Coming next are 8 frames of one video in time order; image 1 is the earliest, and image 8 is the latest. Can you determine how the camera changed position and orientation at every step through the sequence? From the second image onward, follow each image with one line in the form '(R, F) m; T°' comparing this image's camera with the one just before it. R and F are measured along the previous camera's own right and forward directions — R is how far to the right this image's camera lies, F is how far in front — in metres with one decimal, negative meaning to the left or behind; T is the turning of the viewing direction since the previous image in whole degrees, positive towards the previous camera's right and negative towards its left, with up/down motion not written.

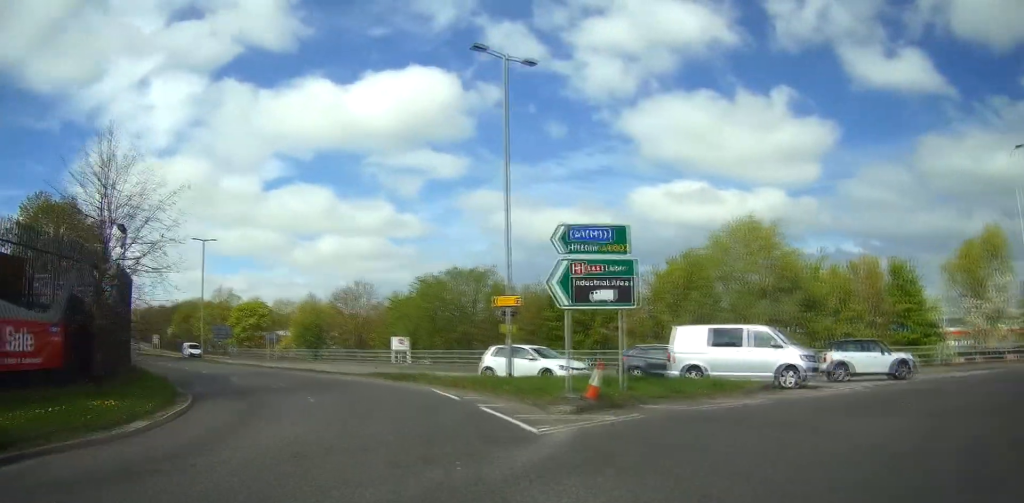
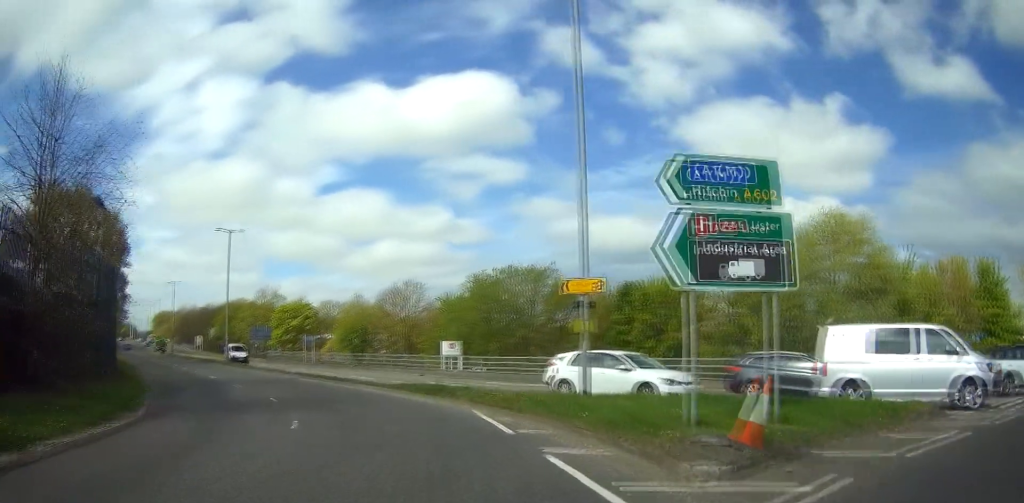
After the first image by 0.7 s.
(0.0, +6.4) m; -7°
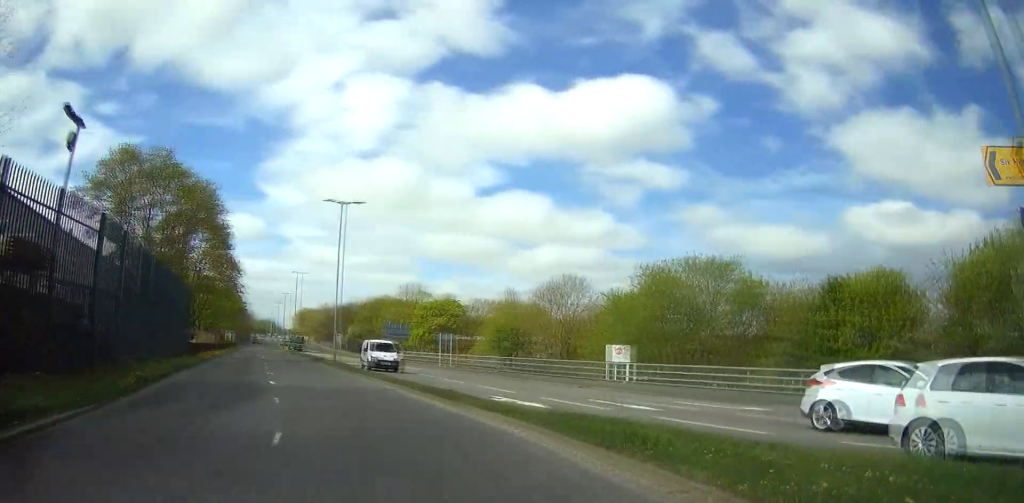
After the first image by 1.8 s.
(-1.4, +10.1) m; -13°
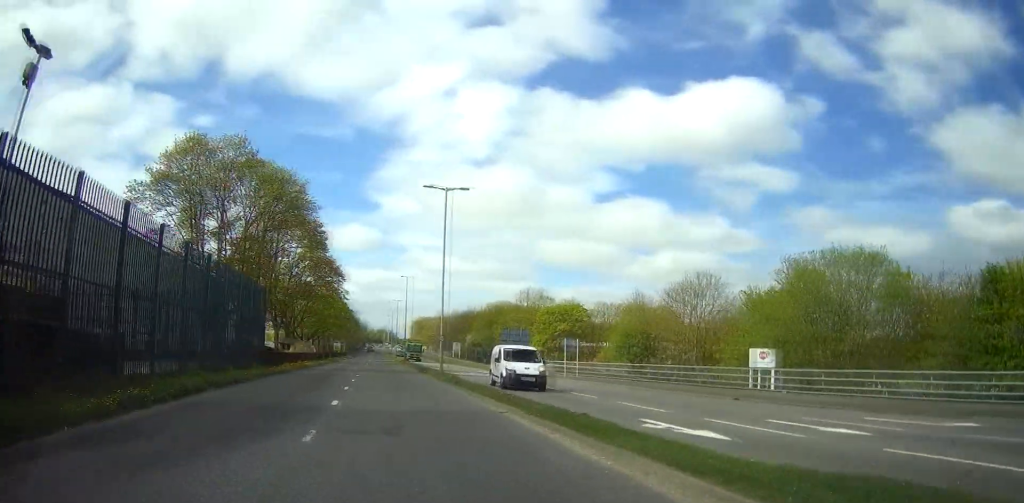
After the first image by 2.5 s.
(-0.3, +6.0) m; -5°
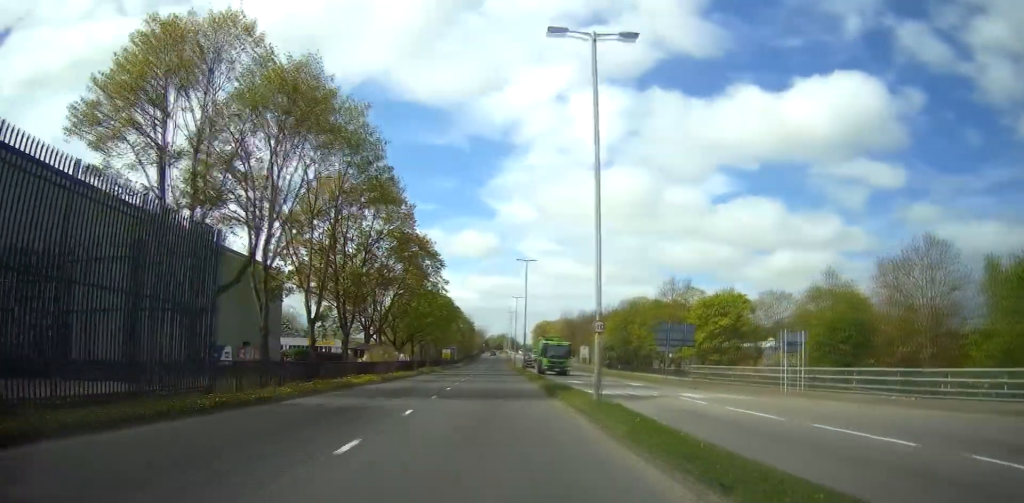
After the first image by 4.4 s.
(-2.1, +19.6) m; -10°
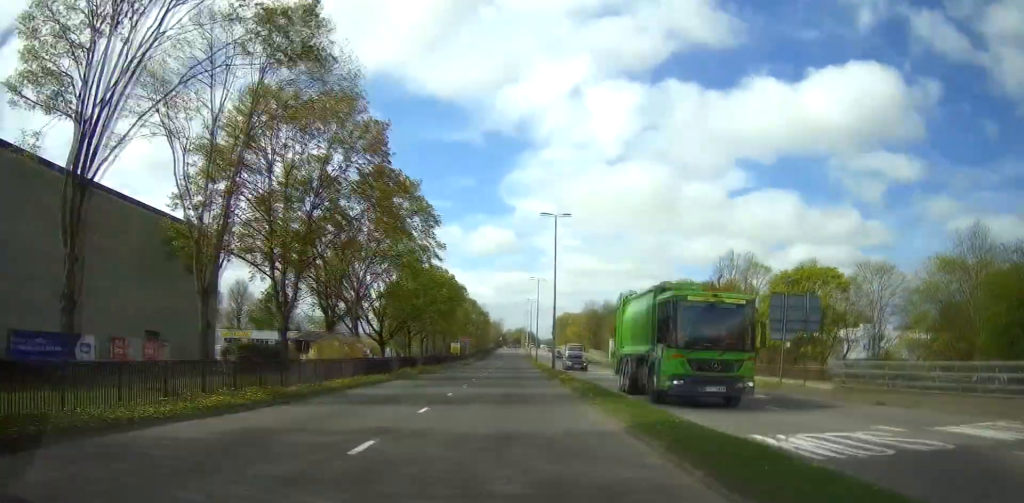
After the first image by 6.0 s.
(-0.2, +18.7) m; -1°
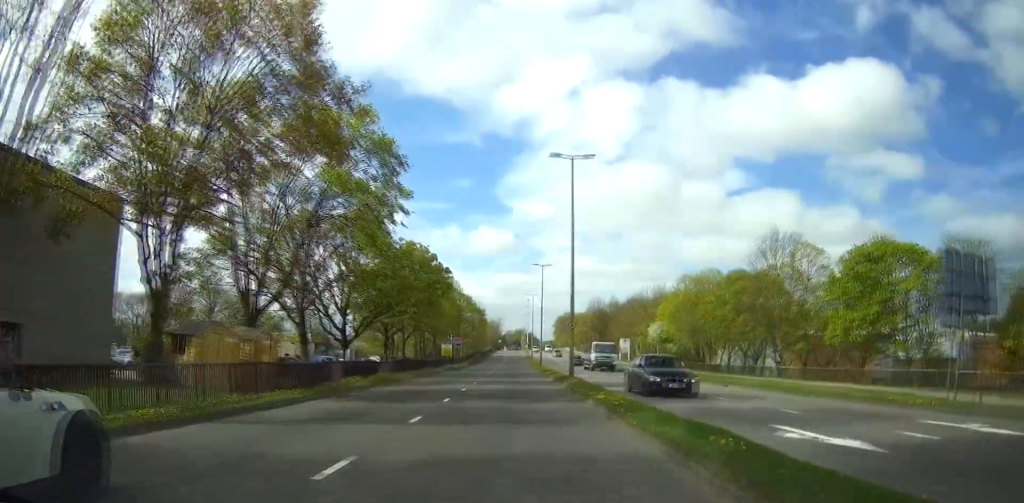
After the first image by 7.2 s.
(0.0, +13.6) m; 0°
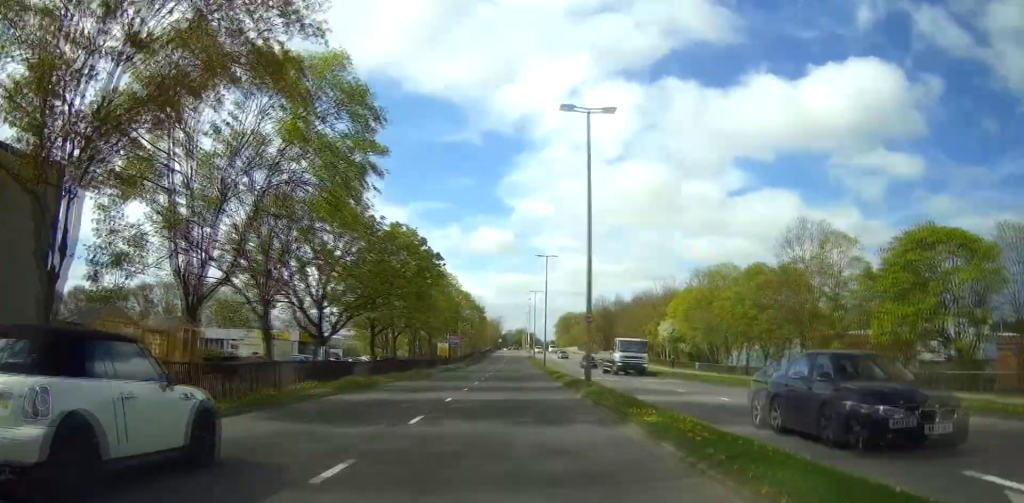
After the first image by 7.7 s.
(0.0, +6.4) m; +1°
